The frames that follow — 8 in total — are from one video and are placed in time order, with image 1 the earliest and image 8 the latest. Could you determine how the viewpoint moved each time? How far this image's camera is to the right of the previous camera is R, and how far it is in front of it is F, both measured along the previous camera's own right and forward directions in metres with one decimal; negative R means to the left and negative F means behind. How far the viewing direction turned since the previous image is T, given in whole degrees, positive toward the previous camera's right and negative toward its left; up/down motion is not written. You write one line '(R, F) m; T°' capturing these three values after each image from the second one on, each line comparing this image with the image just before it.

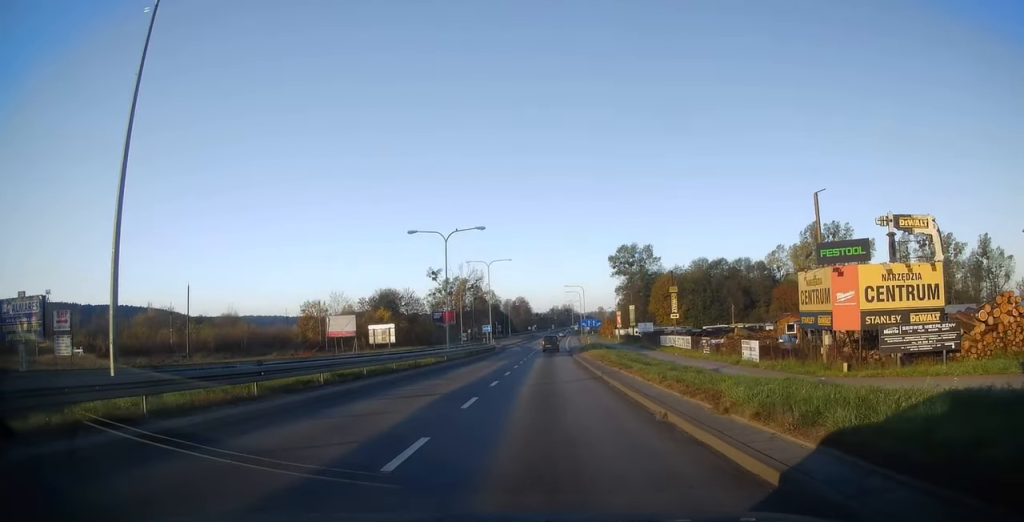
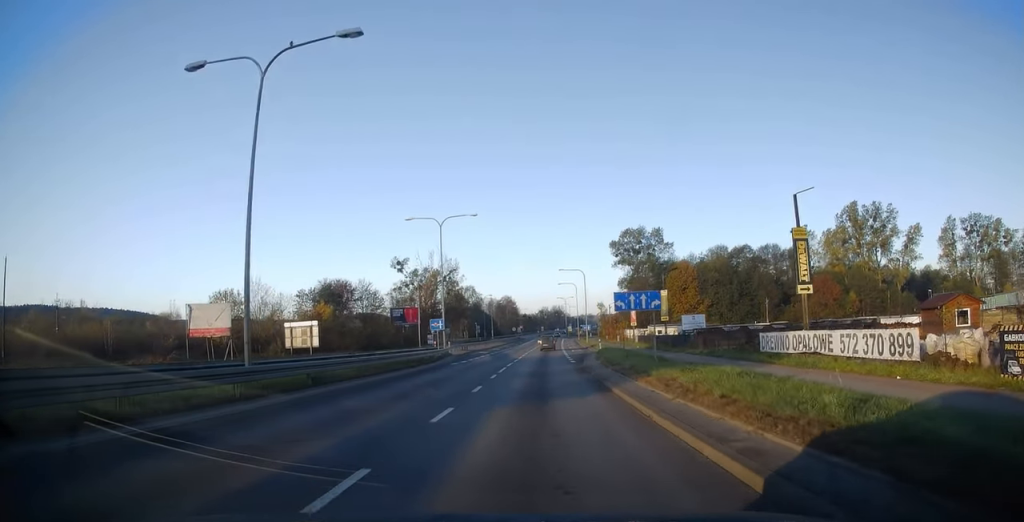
(+0.7, +32.7) m; +1°
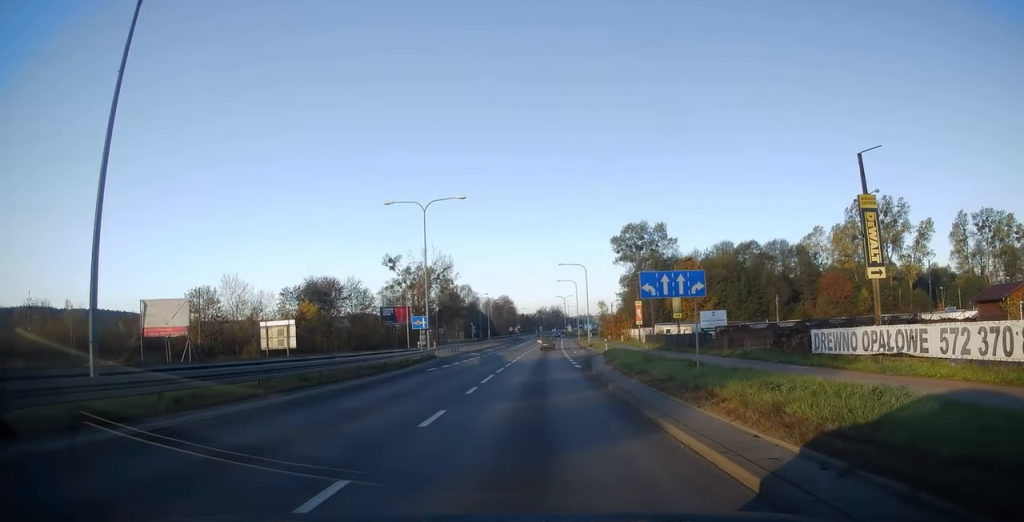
(0.0, +6.7) m; +1°
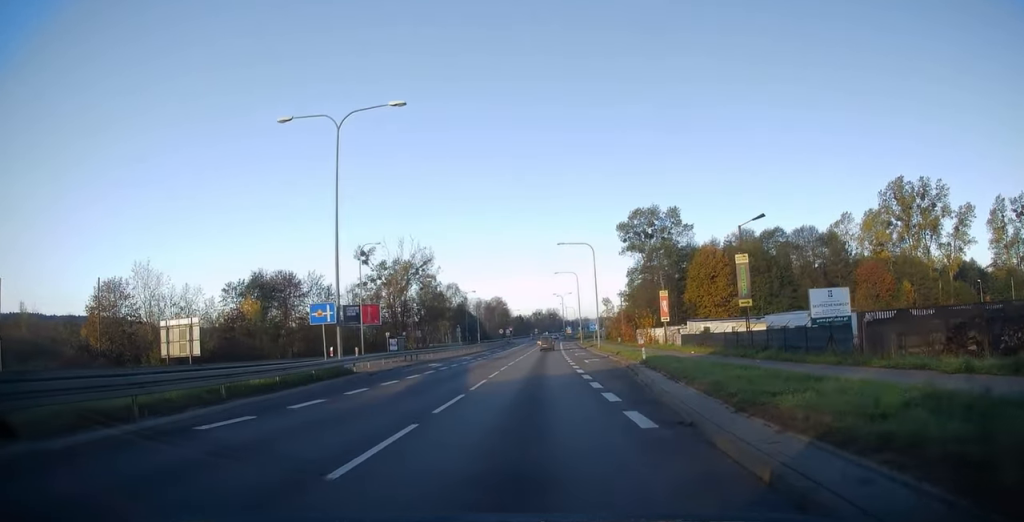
(+0.4, +20.0) m; +1°
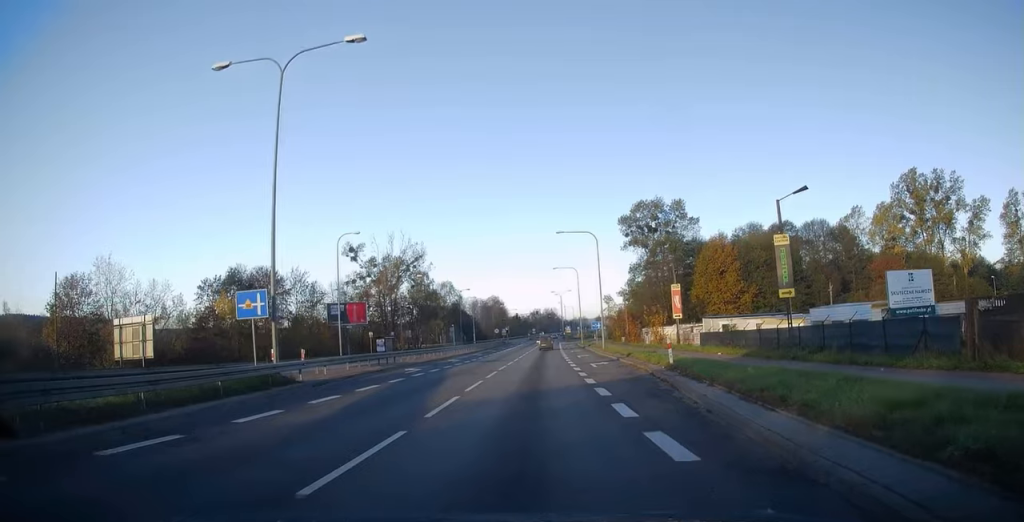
(+0.1, +6.7) m; 0°
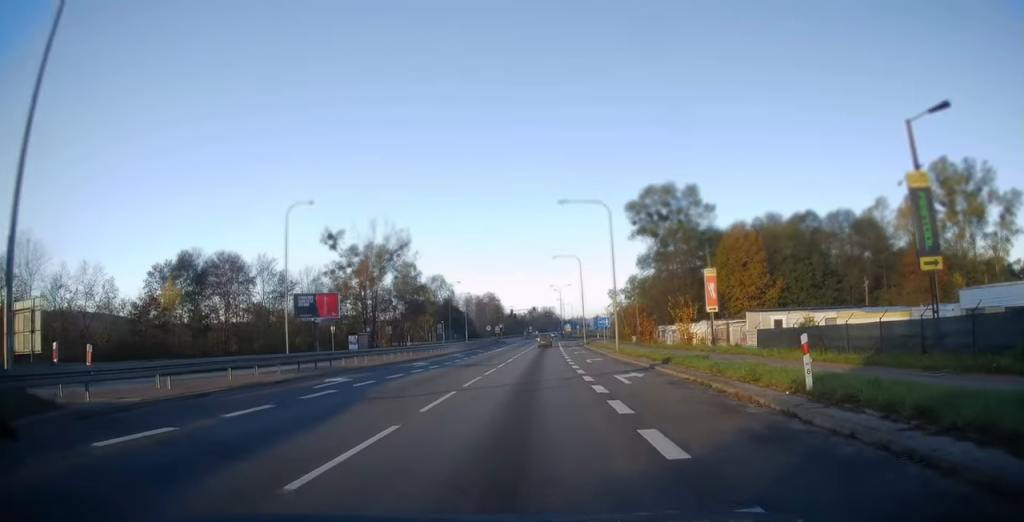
(-0.4, +12.2) m; 0°
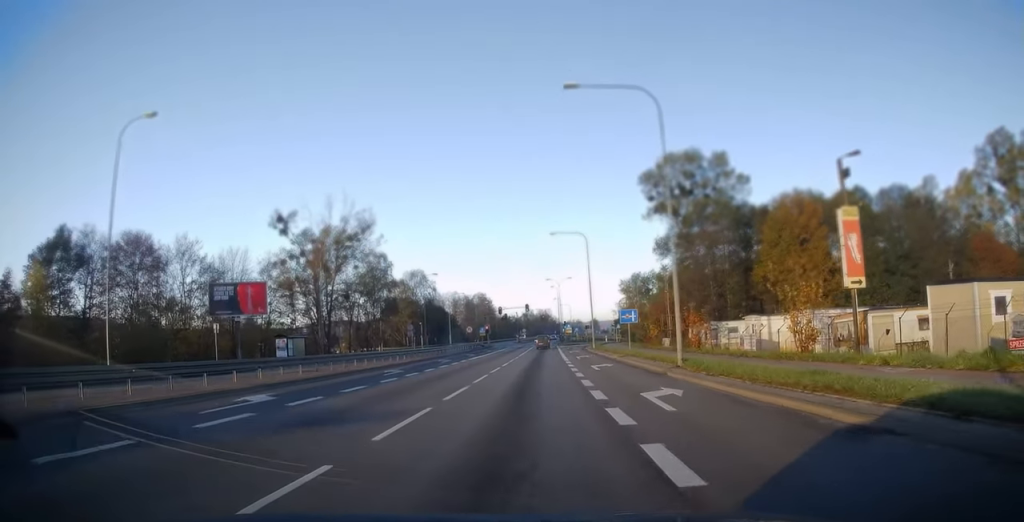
(+0.3, +21.3) m; 0°
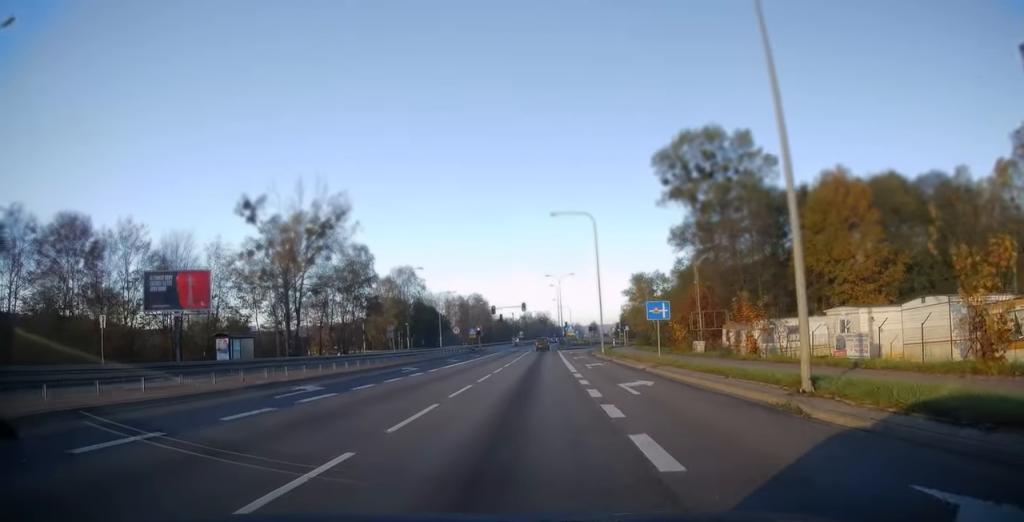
(-0.3, +11.4) m; 0°
